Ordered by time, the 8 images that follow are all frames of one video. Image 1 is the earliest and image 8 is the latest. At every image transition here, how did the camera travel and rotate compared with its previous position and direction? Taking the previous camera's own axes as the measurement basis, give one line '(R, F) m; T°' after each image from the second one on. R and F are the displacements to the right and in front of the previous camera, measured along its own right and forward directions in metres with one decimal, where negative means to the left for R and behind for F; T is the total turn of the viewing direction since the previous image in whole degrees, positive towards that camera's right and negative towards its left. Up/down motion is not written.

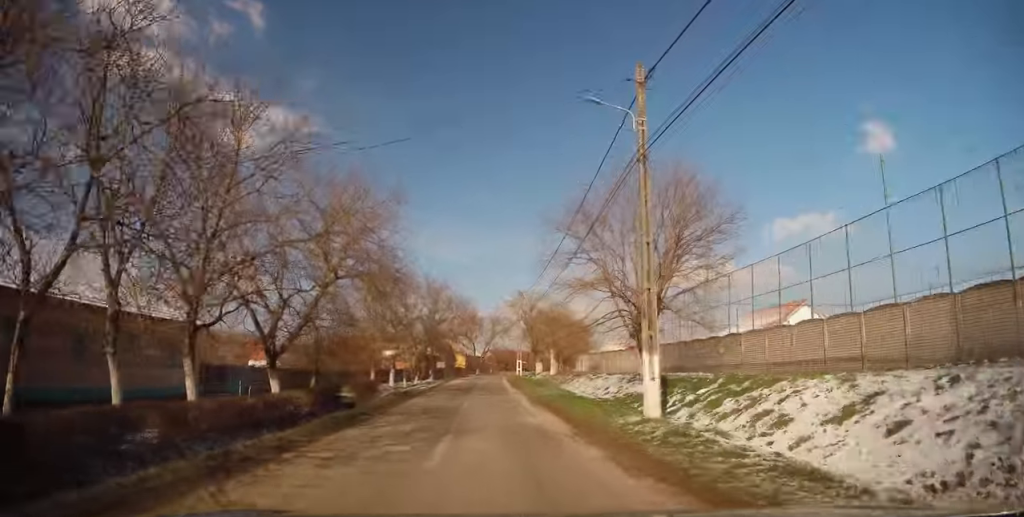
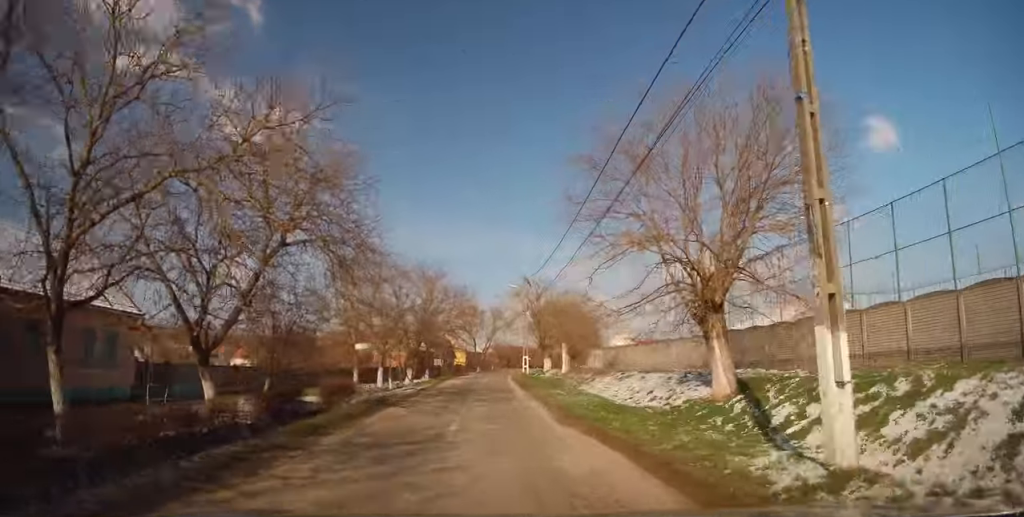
(-0.1, +6.6) m; 0°
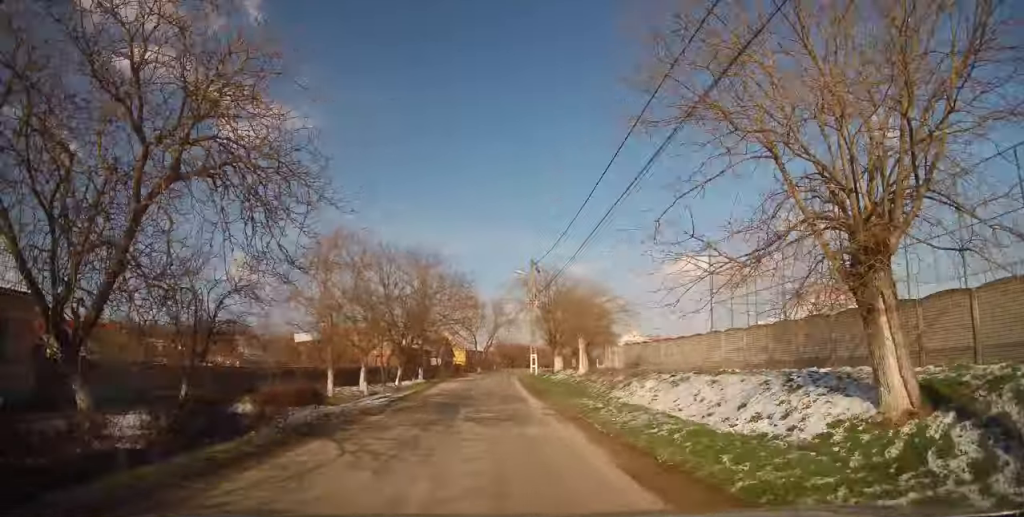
(+0.2, +7.1) m; 0°
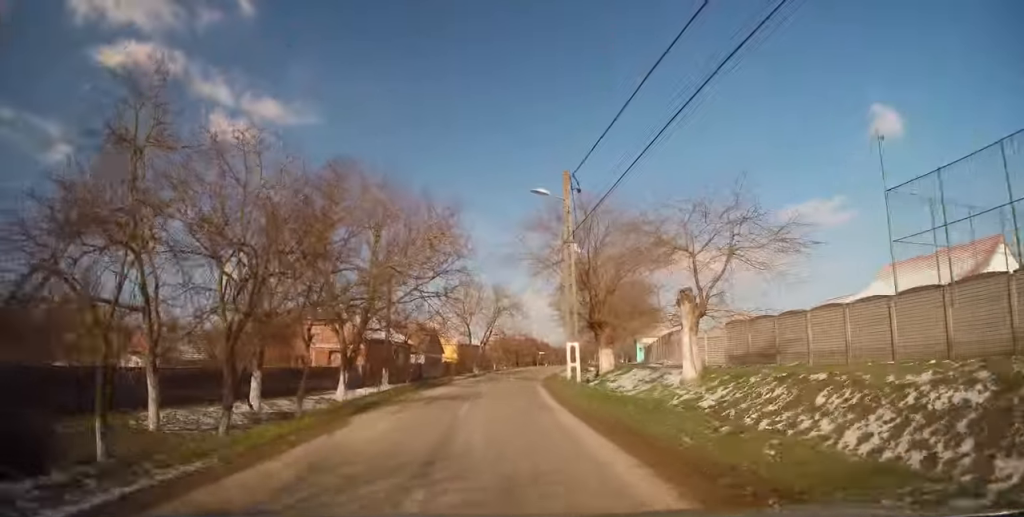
(-0.2, +18.5) m; 0°
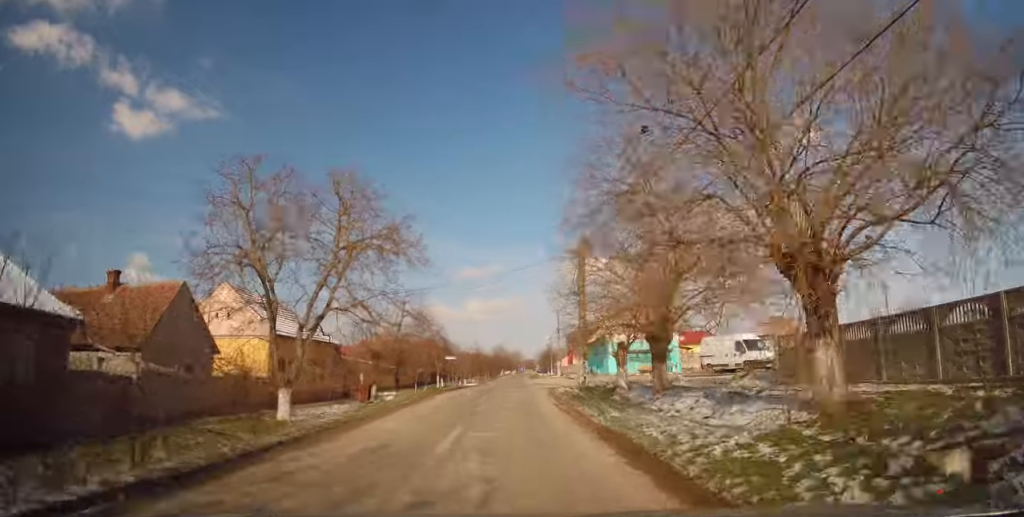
(+3.0, +37.8) m; +11°
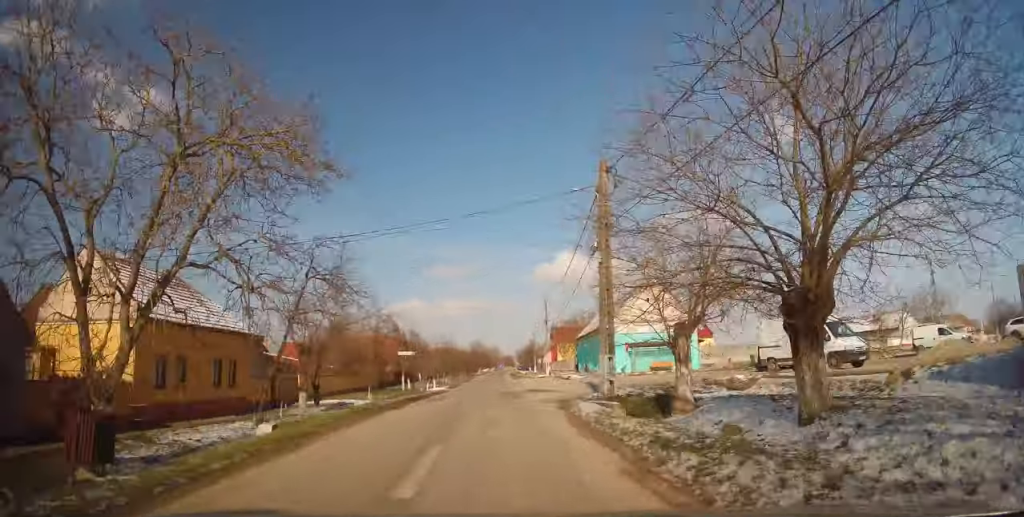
(+0.4, +10.5) m; +3°
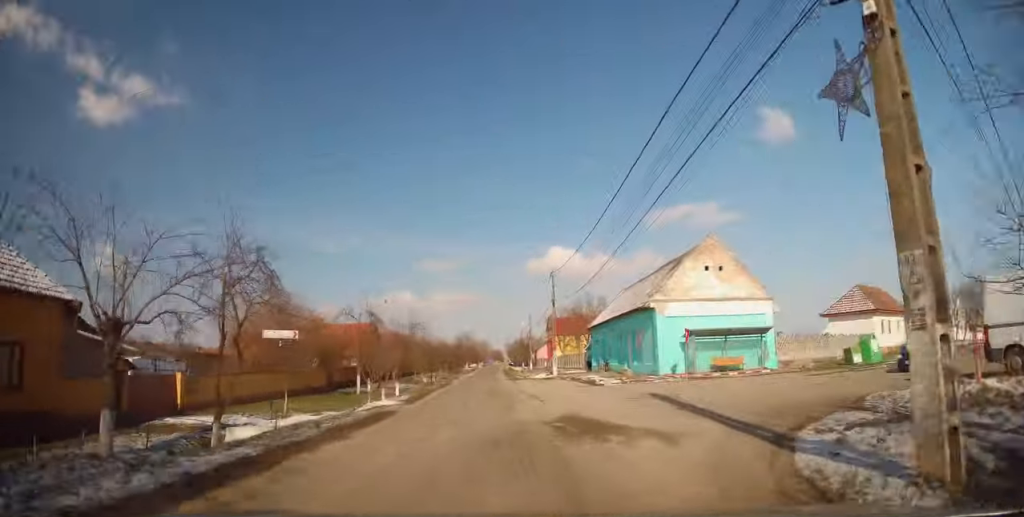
(+0.3, +14.0) m; 0°
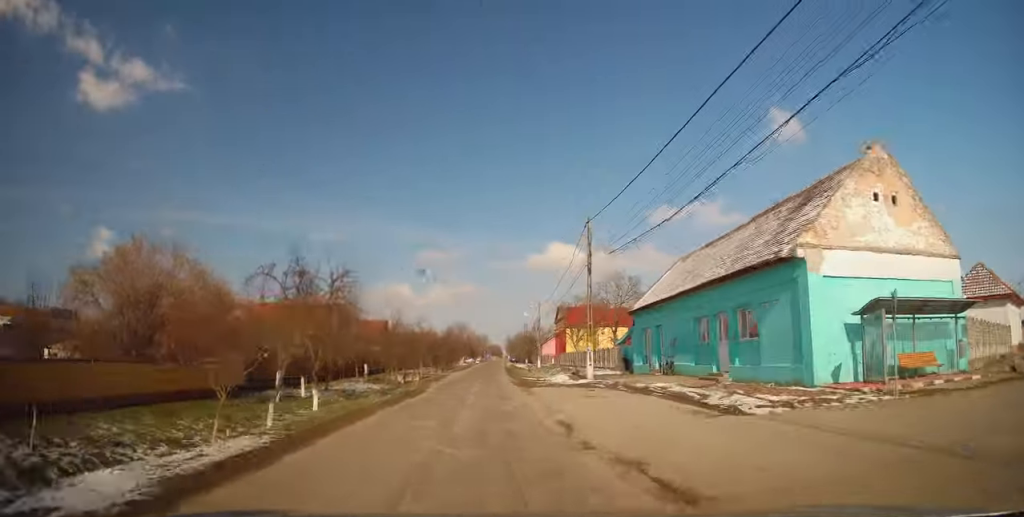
(-0.4, +14.9) m; 0°
